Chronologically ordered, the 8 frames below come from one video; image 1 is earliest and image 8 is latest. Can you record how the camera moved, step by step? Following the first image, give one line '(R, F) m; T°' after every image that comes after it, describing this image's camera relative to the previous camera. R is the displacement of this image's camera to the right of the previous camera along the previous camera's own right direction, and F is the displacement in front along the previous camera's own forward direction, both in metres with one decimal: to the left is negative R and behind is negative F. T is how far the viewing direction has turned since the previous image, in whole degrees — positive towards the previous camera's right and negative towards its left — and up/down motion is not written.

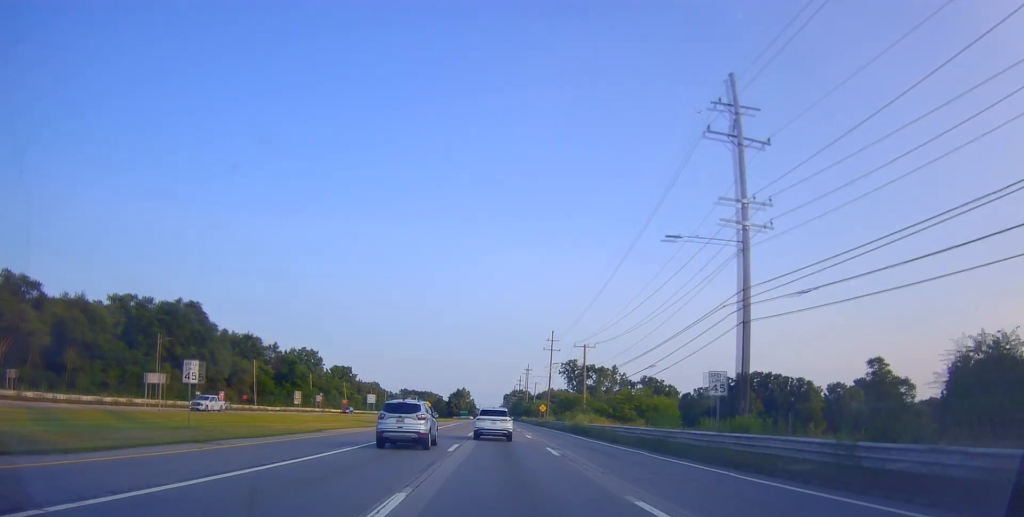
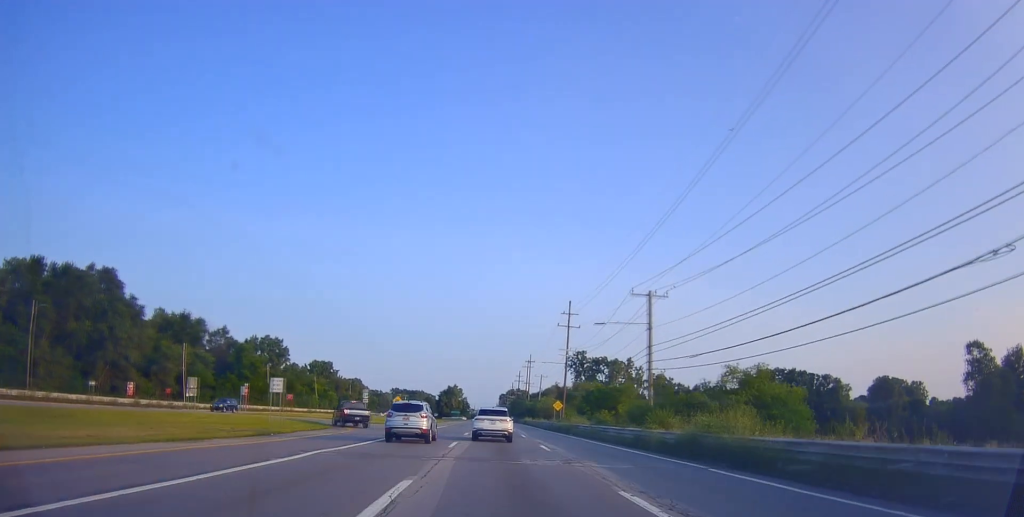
(-0.8, +29.8) m; 0°
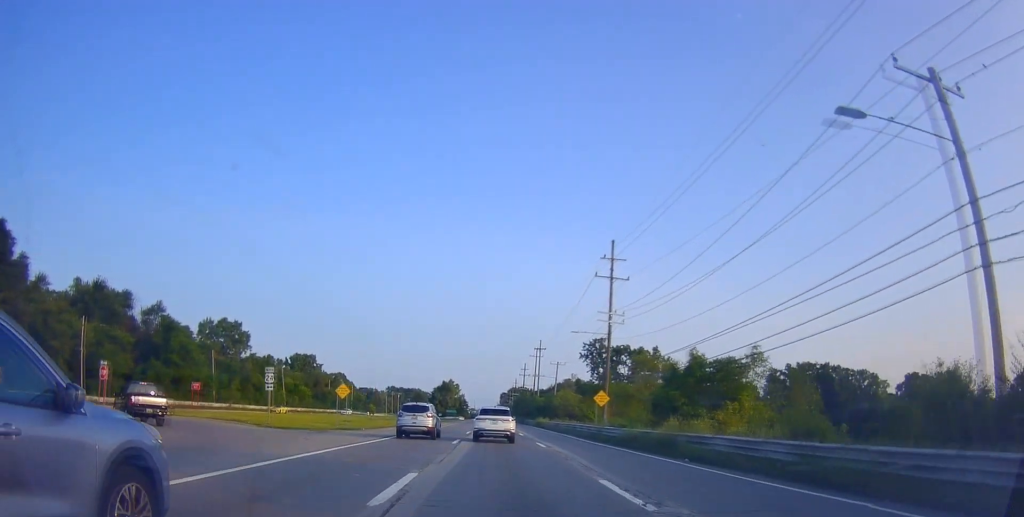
(+0.8, +28.9) m; 0°
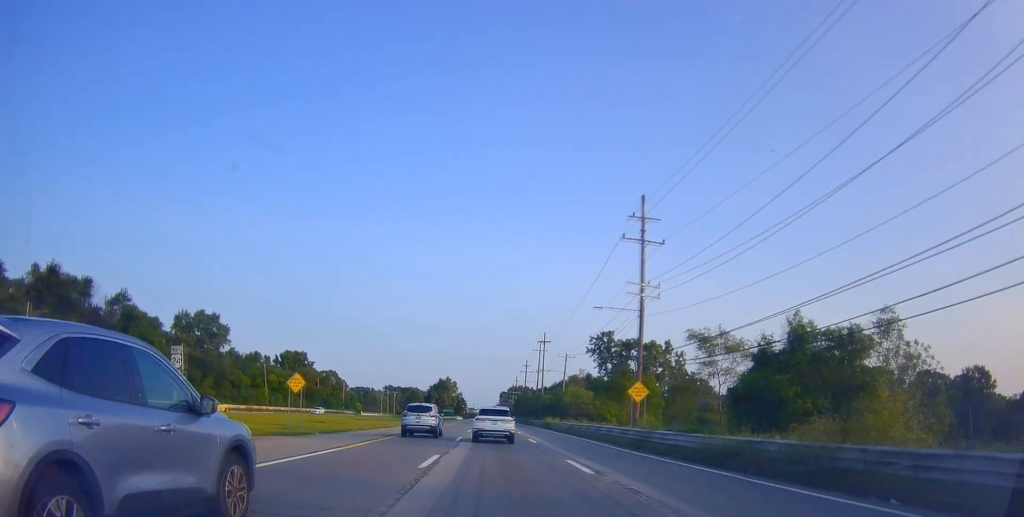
(-0.4, +11.5) m; -1°
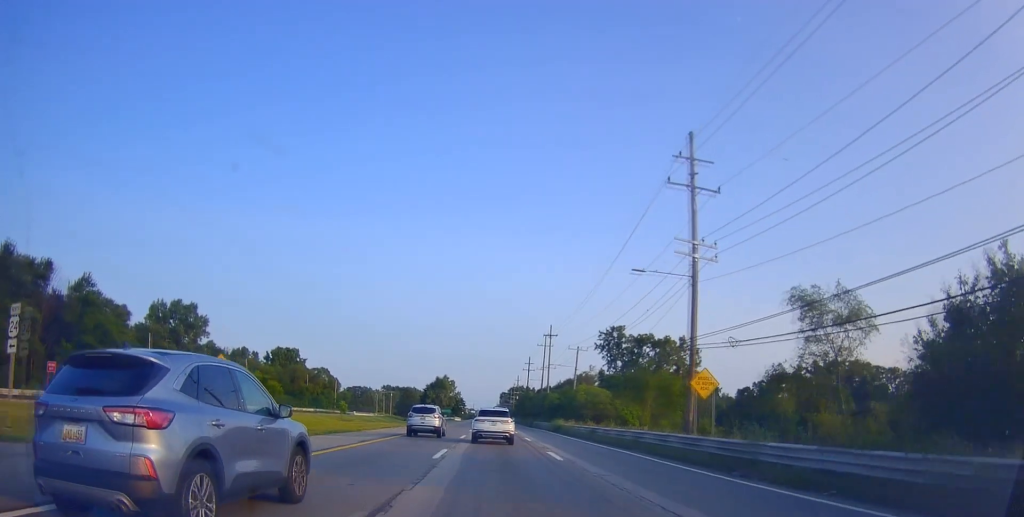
(-0.2, +10.8) m; -1°
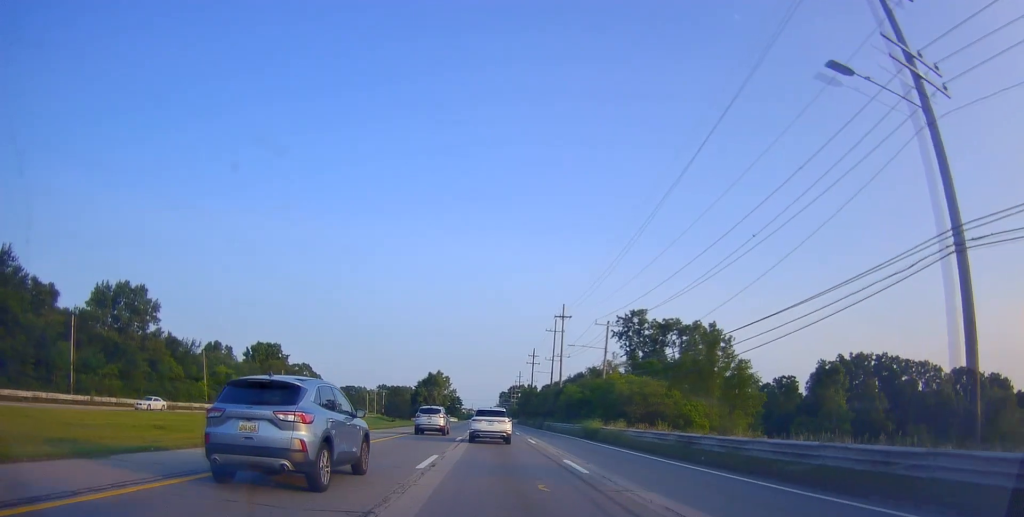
(0.0, +19.4) m; +2°
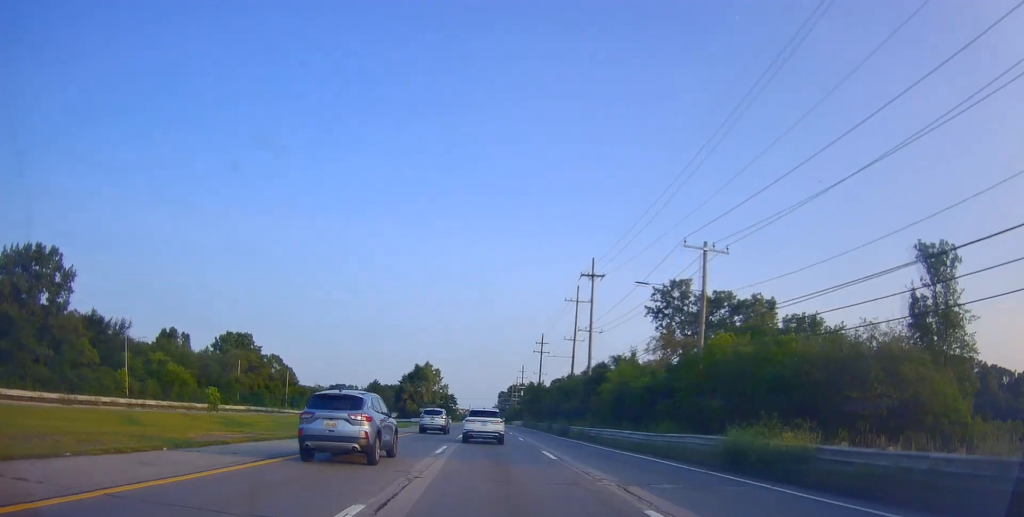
(+0.7, +25.3) m; +1°
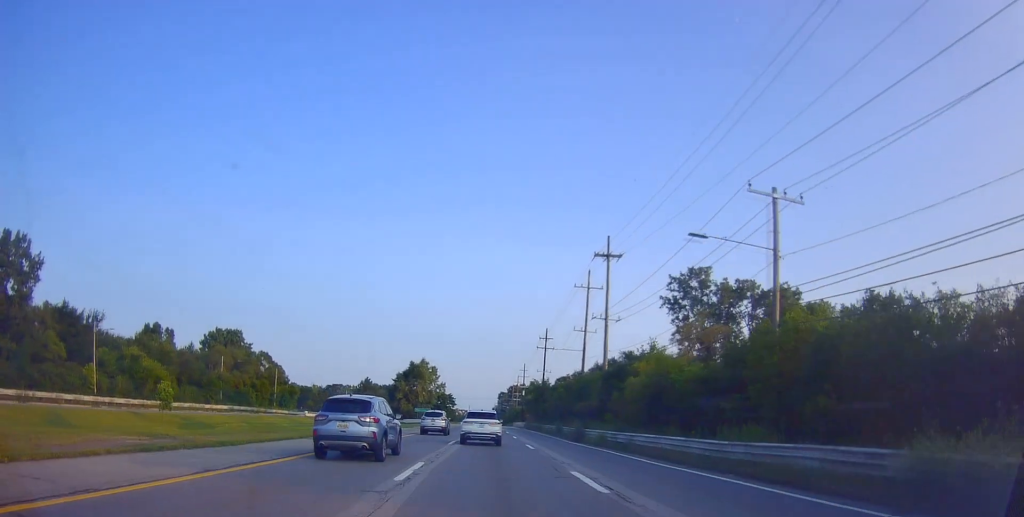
(-0.2, +8.0) m; 0°
